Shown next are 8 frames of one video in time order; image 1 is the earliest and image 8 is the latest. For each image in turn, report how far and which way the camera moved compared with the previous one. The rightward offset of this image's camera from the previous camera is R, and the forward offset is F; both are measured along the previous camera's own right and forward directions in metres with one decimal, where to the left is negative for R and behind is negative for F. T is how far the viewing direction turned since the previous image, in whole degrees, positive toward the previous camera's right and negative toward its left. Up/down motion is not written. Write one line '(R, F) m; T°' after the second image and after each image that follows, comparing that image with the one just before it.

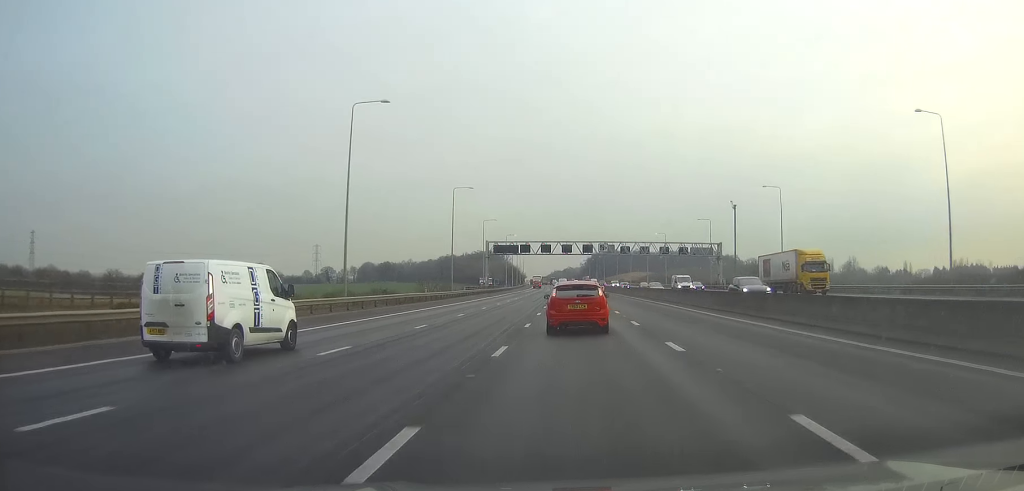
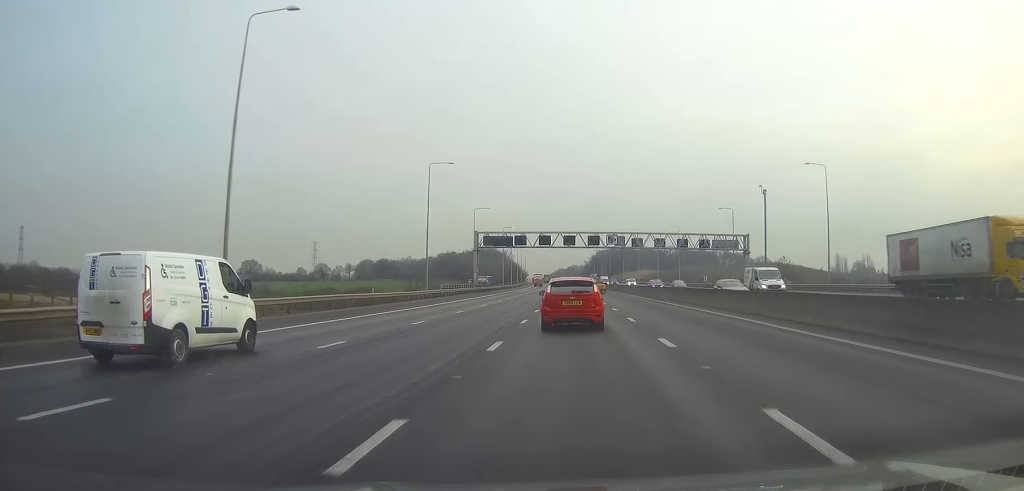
(0.0, +19.4) m; 0°
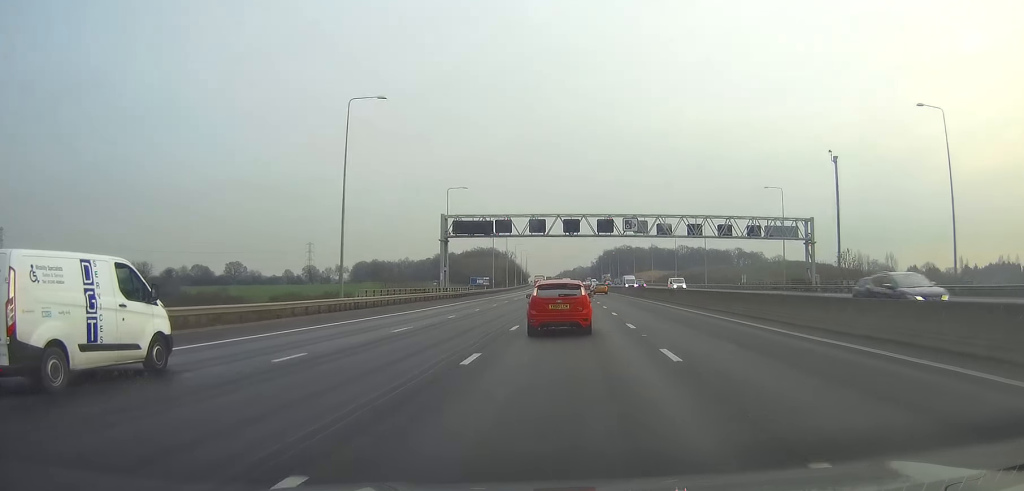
(-0.2, +31.5) m; -1°
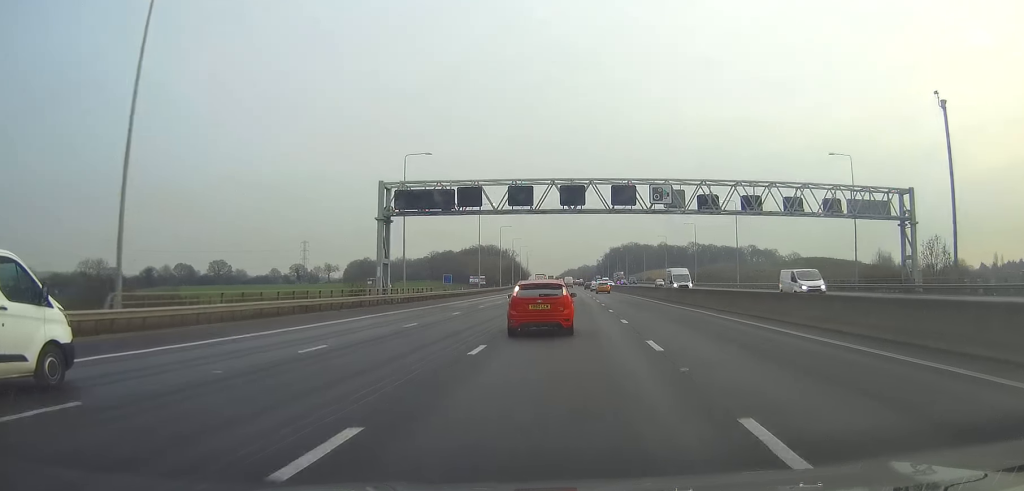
(-0.1, +27.5) m; 0°
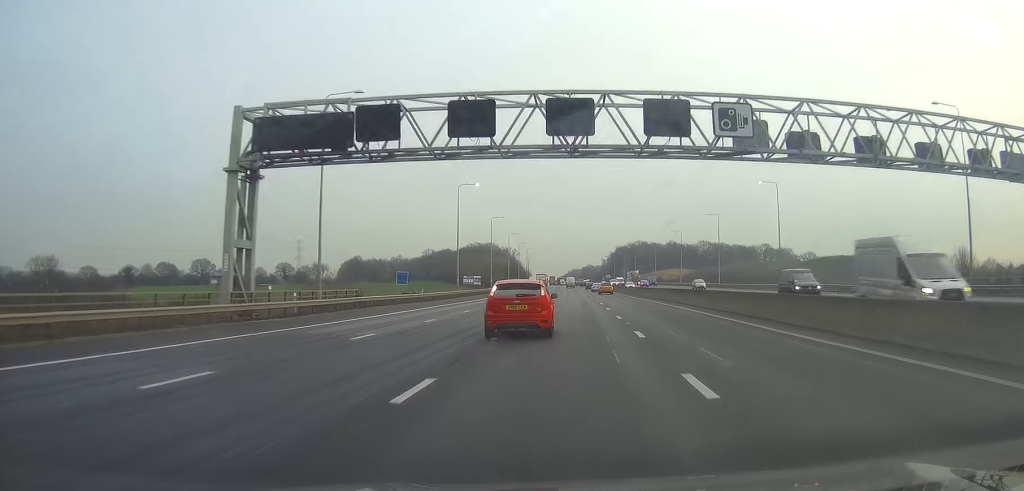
(0.0, +25.5) m; 0°
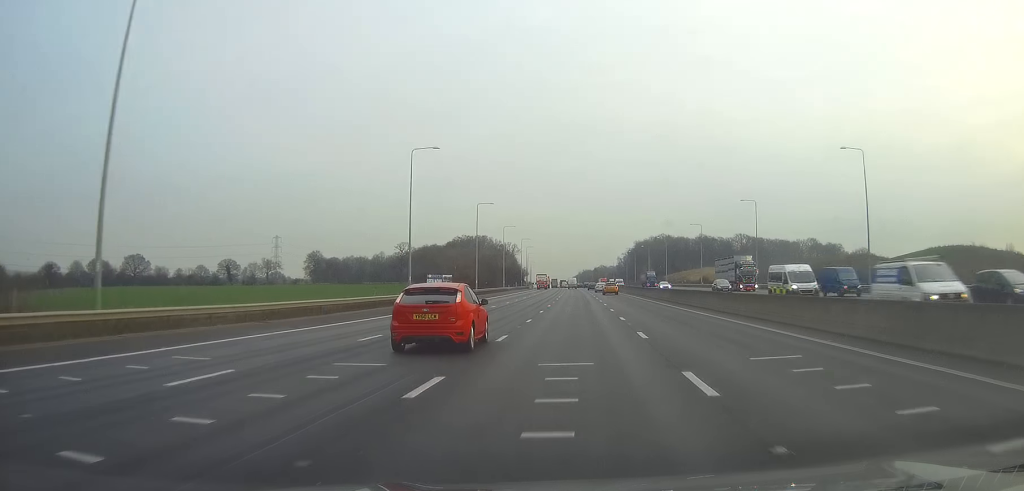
(-0.5, +77.7) m; -1°
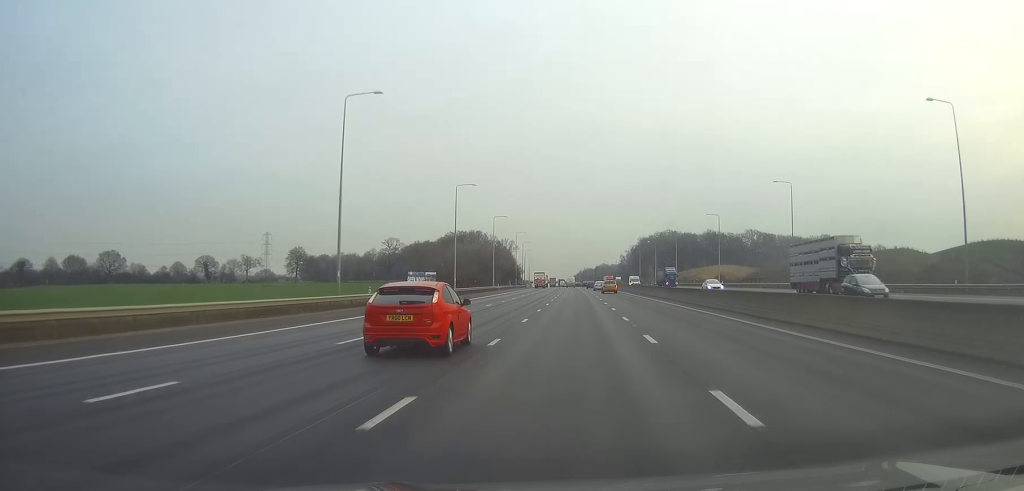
(-0.1, +21.5) m; 0°
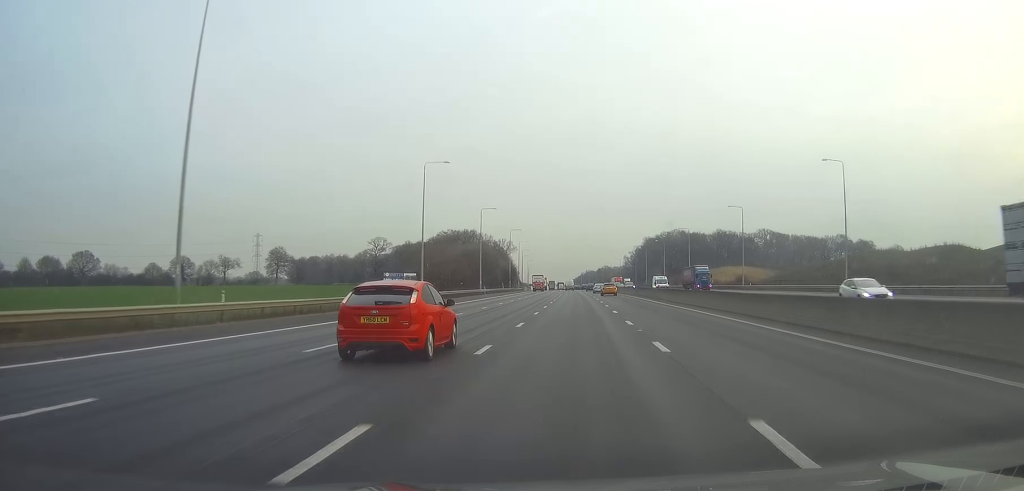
(0.0, +21.5) m; 0°
